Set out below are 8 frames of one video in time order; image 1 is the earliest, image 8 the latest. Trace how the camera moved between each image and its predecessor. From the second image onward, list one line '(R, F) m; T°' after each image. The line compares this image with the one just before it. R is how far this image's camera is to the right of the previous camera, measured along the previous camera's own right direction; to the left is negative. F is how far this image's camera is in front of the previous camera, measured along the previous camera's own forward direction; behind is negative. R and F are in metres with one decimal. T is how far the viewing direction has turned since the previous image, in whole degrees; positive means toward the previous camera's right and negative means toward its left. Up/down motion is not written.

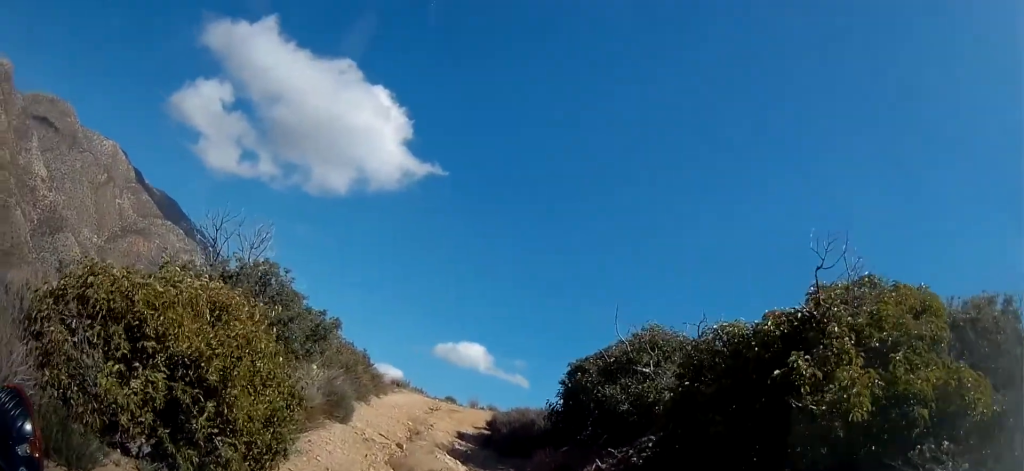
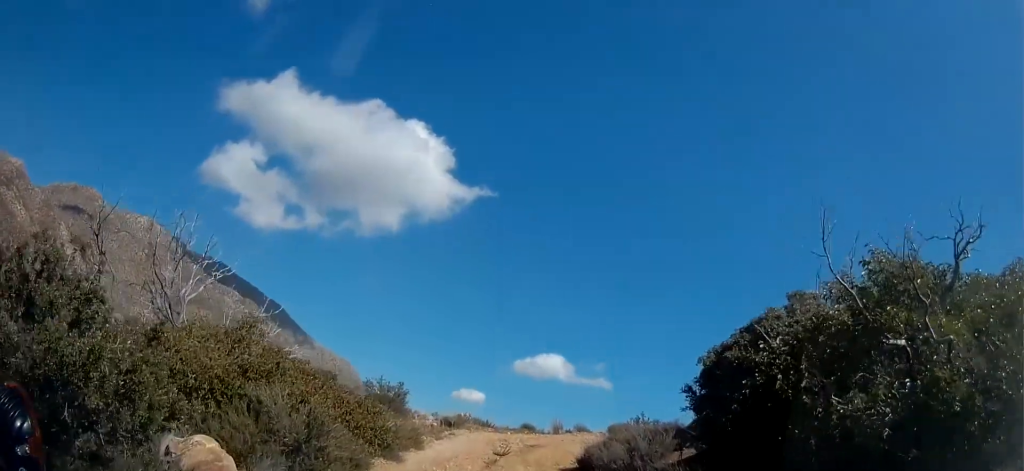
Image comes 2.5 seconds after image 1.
(+0.1, +5.3) m; +1°
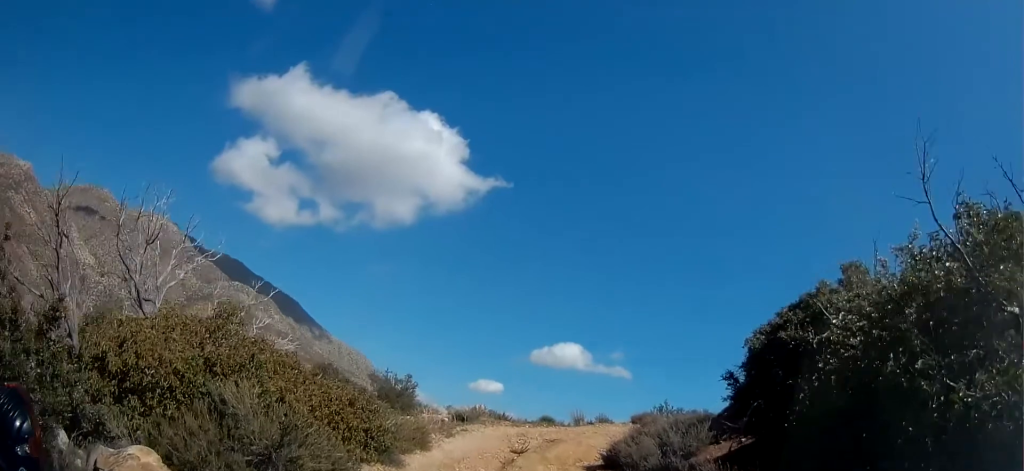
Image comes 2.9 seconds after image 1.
(-0.1, +1.2) m; 0°
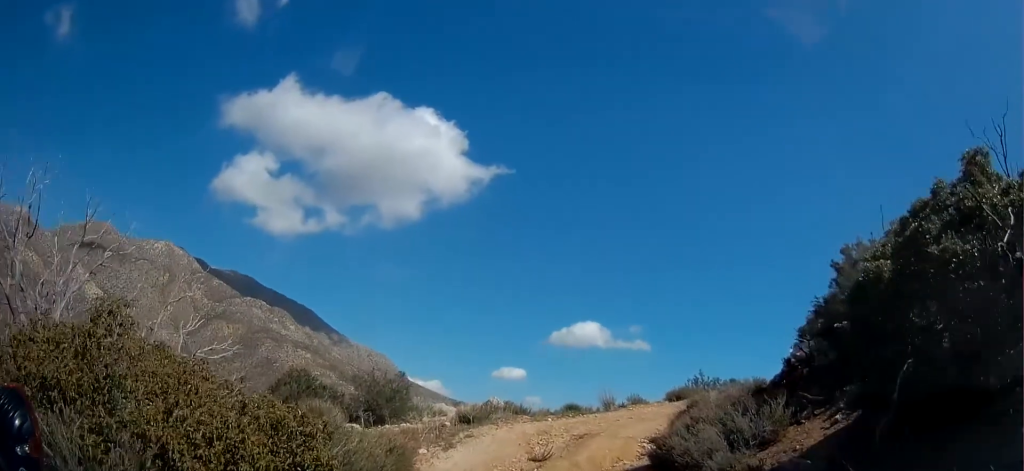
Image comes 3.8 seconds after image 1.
(0.0, +2.6) m; 0°
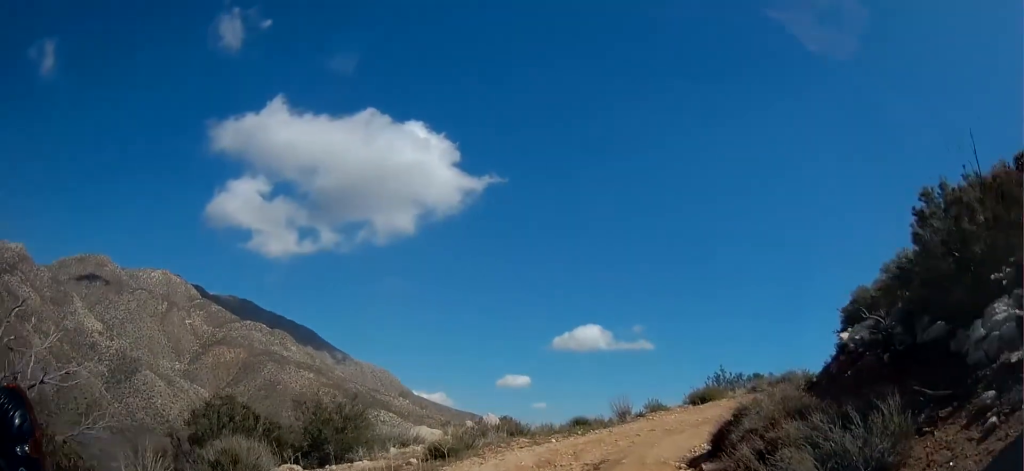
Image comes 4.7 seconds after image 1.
(0.0, +3.0) m; -4°
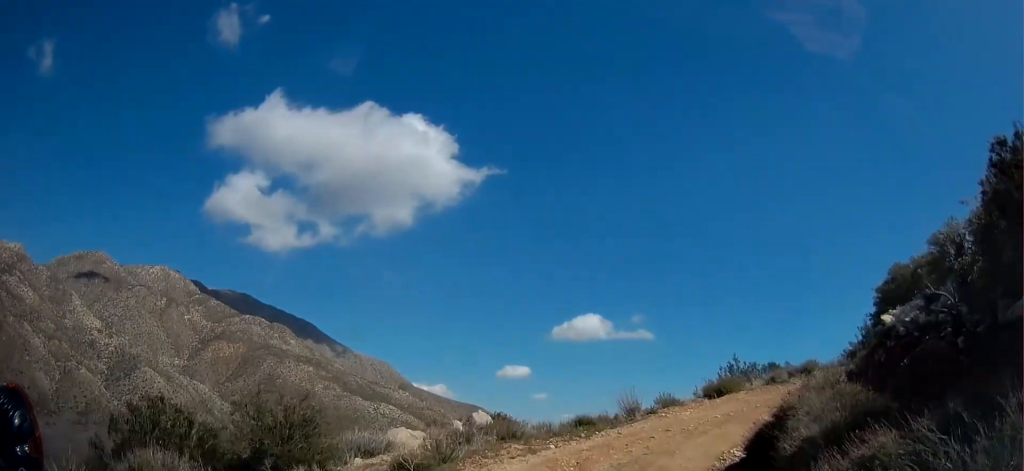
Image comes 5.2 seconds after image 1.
(0.0, +1.9) m; -4°
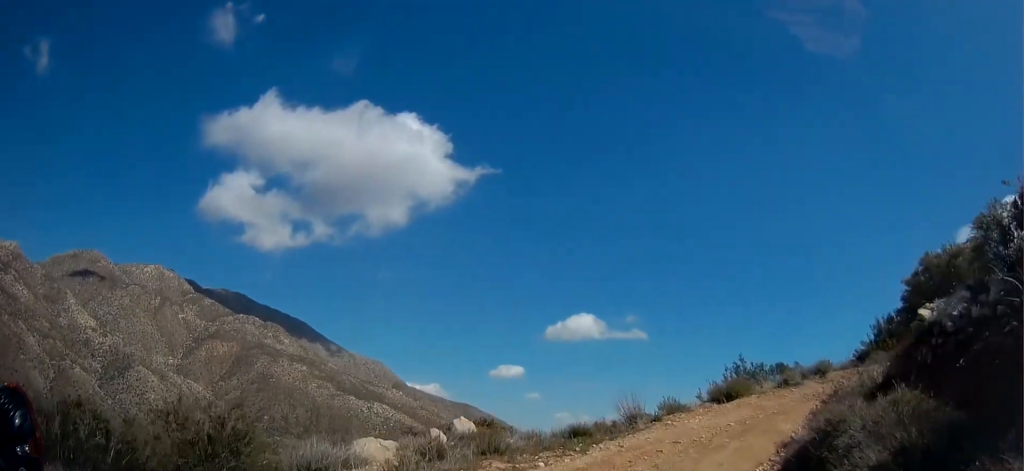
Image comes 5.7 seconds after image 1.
(-0.1, +1.8) m; +2°
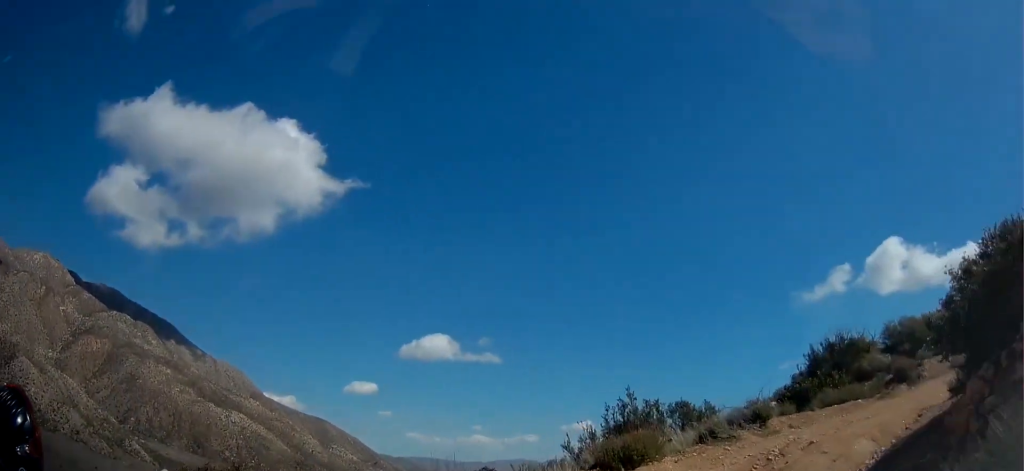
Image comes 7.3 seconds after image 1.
(+0.7, +6.4) m; +22°
